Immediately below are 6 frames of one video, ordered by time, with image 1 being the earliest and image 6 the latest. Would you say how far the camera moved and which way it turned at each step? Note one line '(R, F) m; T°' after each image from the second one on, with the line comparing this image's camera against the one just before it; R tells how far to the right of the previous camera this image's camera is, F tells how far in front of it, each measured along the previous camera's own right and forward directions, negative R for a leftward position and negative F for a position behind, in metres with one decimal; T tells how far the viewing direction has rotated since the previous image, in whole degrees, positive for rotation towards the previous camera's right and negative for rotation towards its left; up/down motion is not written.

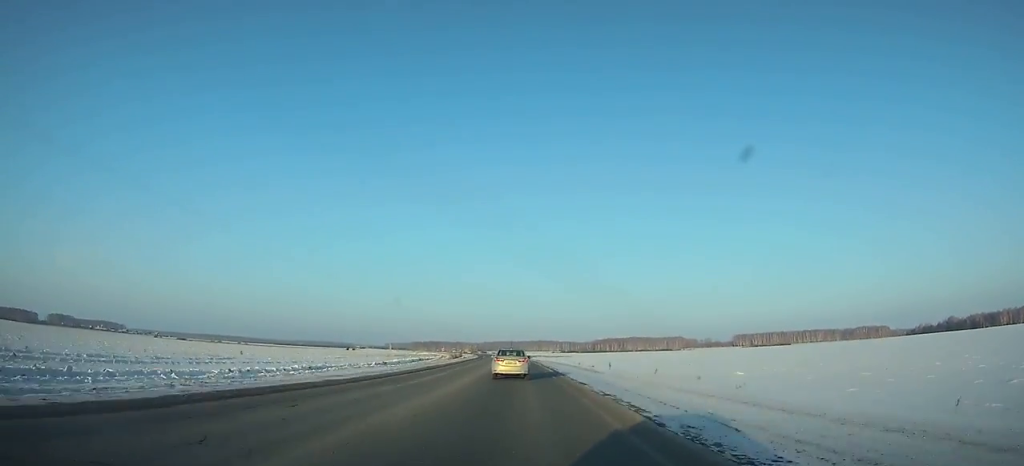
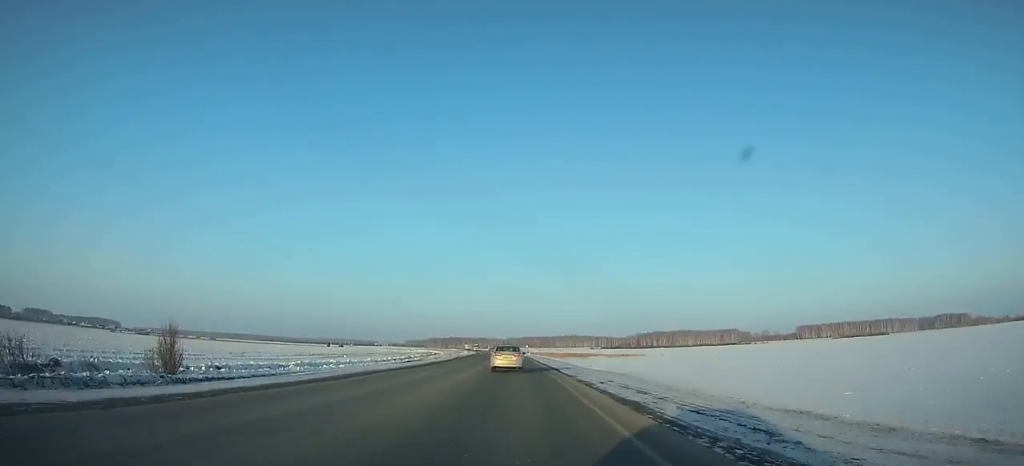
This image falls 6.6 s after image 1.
(-4.0, +146.6) m; -3°
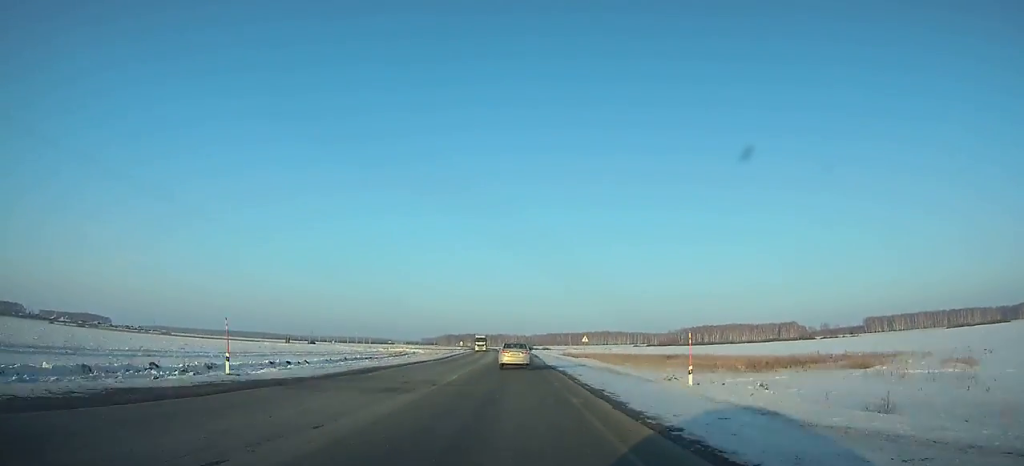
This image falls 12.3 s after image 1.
(-3.0, +128.8) m; -2°
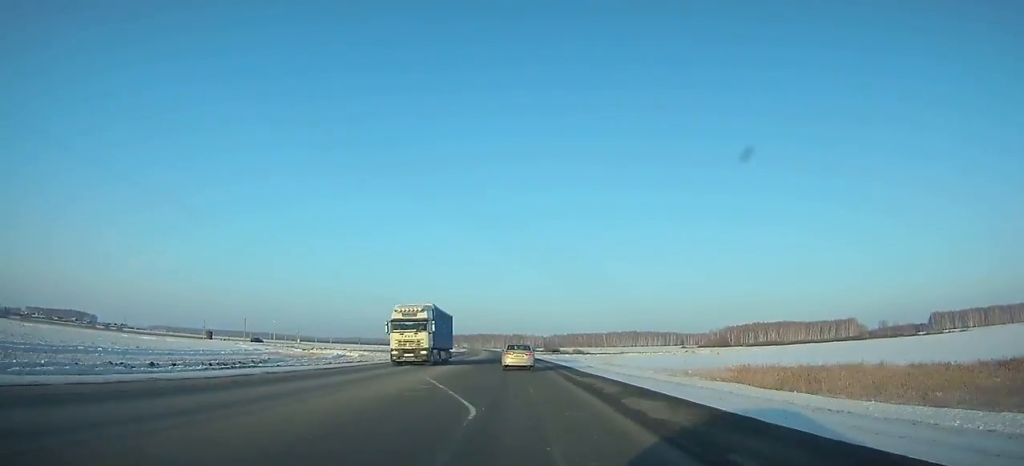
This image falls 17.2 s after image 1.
(-1.8, +111.5) m; -2°
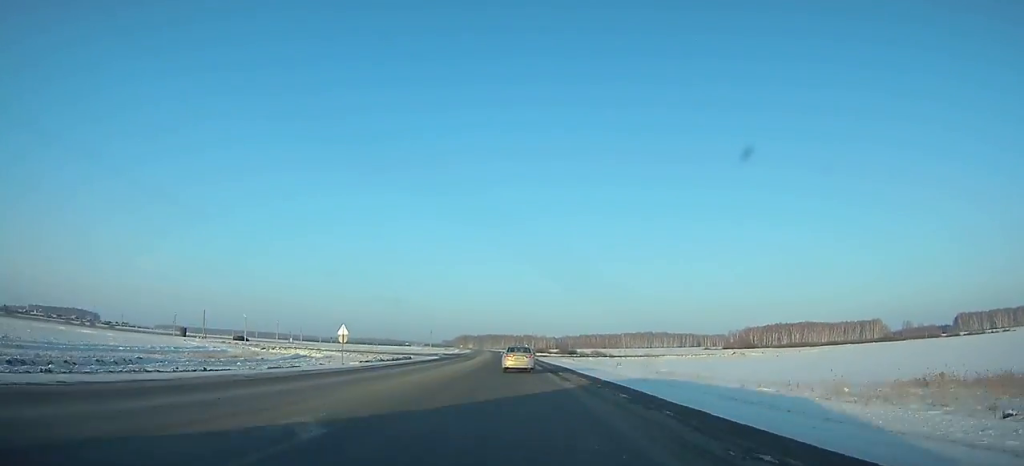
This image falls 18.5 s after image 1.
(-0.2, +29.5) m; -1°
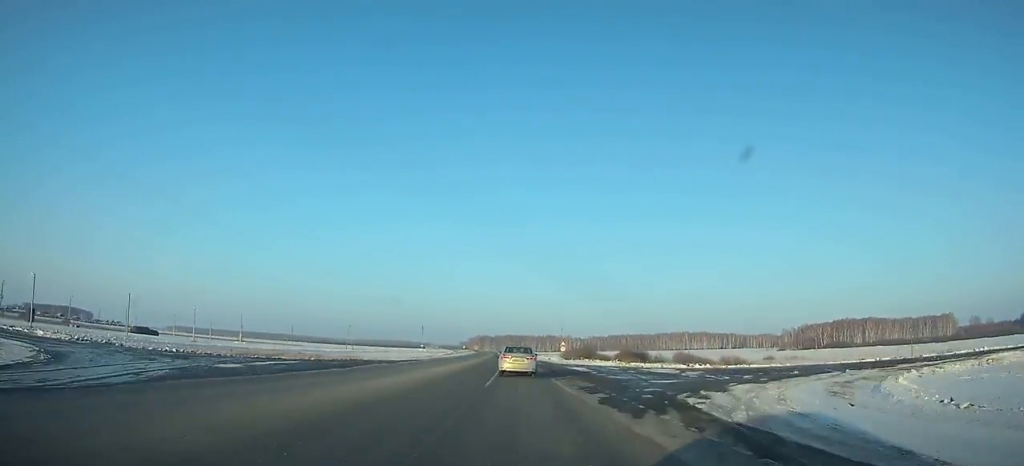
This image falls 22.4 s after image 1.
(-1.2, +87.8) m; -2°
